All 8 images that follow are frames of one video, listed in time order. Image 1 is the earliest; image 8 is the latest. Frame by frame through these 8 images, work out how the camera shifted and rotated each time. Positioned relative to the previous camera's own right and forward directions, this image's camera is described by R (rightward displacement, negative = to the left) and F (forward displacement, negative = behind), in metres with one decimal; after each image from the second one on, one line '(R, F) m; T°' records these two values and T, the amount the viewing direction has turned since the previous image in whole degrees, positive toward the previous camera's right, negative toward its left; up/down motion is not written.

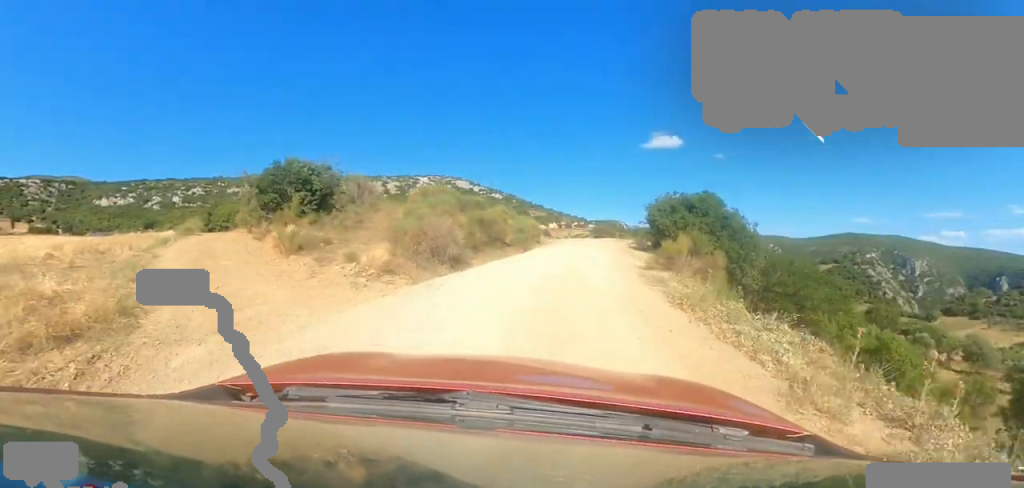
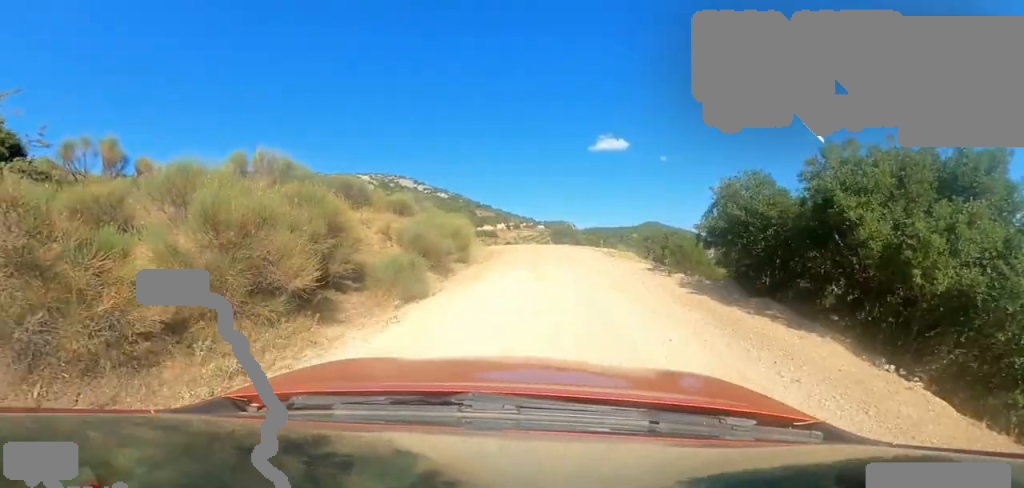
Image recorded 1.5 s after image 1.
(+1.8, +12.1) m; +15°
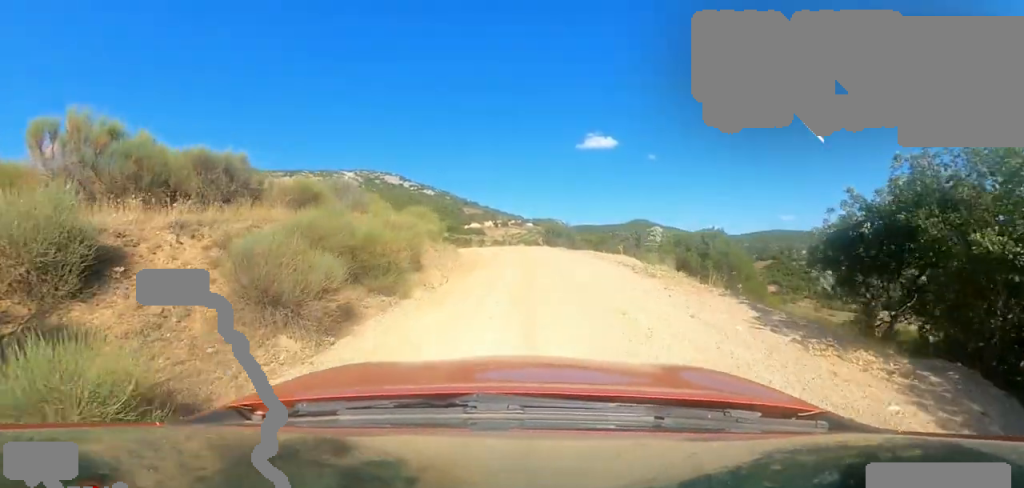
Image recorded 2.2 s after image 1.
(+0.3, +6.0) m; +3°
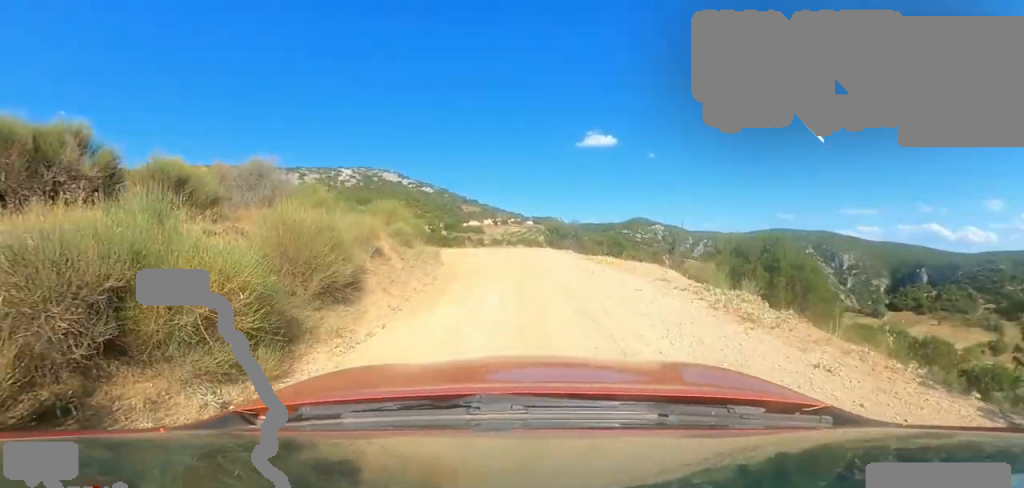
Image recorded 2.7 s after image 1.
(-0.2, +4.3) m; 0°
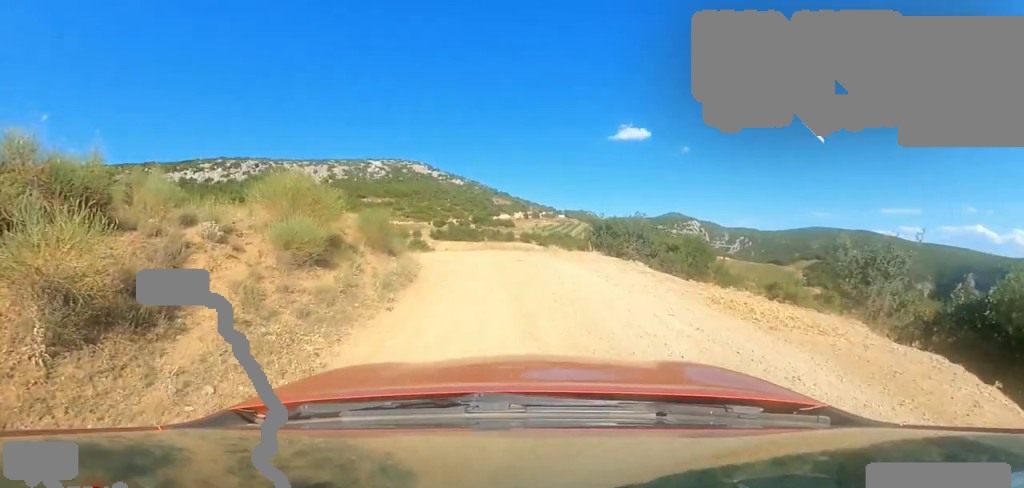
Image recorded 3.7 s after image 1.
(+0.3, +8.0) m; -6°
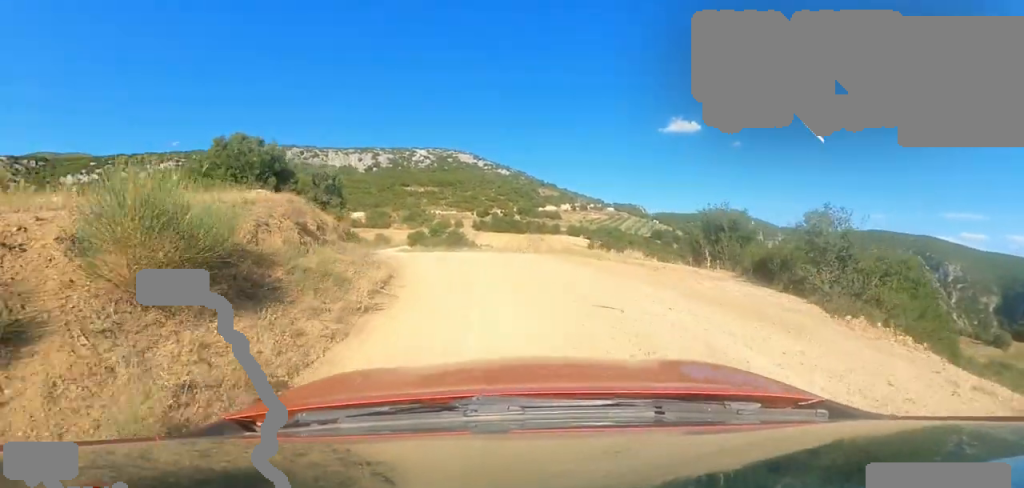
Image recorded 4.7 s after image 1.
(-1.1, +8.2) m; -3°
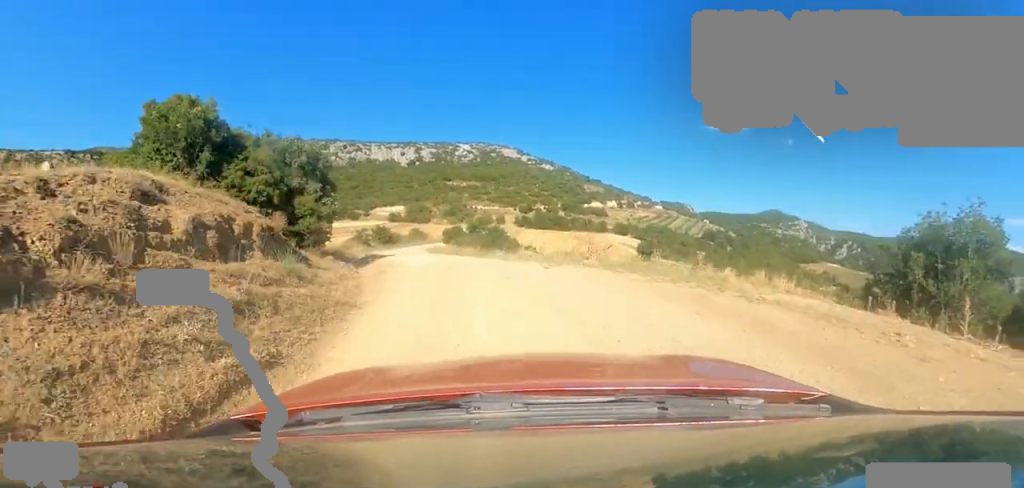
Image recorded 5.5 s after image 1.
(+0.5, +6.8) m; -7°
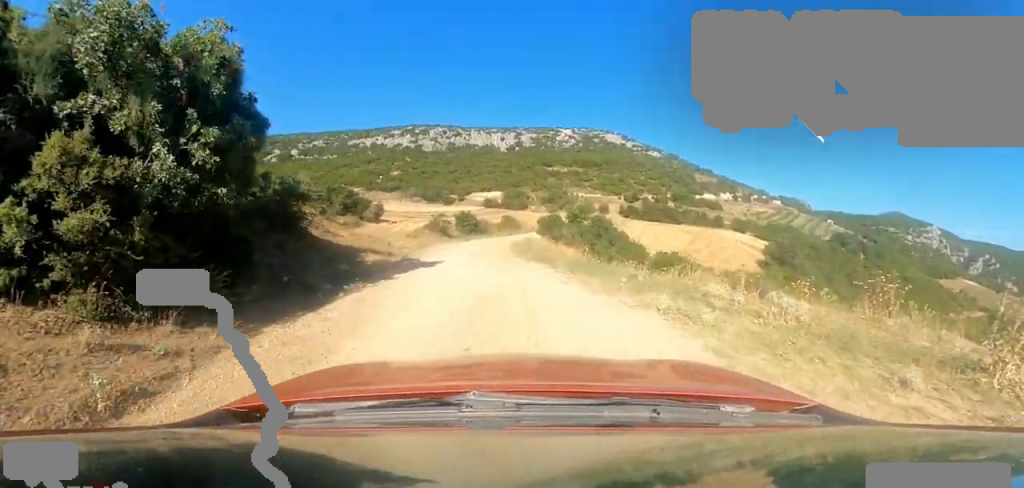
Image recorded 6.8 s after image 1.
(-2.4, +10.3) m; -14°
